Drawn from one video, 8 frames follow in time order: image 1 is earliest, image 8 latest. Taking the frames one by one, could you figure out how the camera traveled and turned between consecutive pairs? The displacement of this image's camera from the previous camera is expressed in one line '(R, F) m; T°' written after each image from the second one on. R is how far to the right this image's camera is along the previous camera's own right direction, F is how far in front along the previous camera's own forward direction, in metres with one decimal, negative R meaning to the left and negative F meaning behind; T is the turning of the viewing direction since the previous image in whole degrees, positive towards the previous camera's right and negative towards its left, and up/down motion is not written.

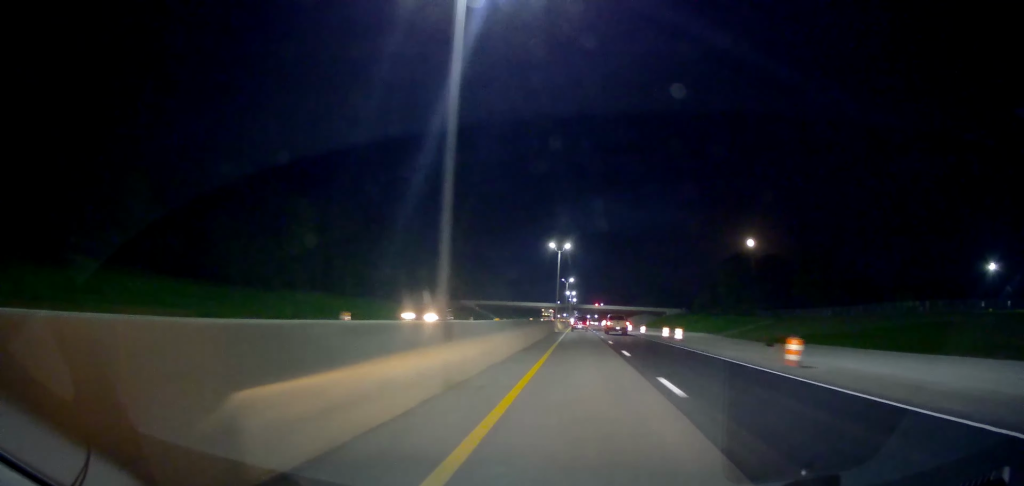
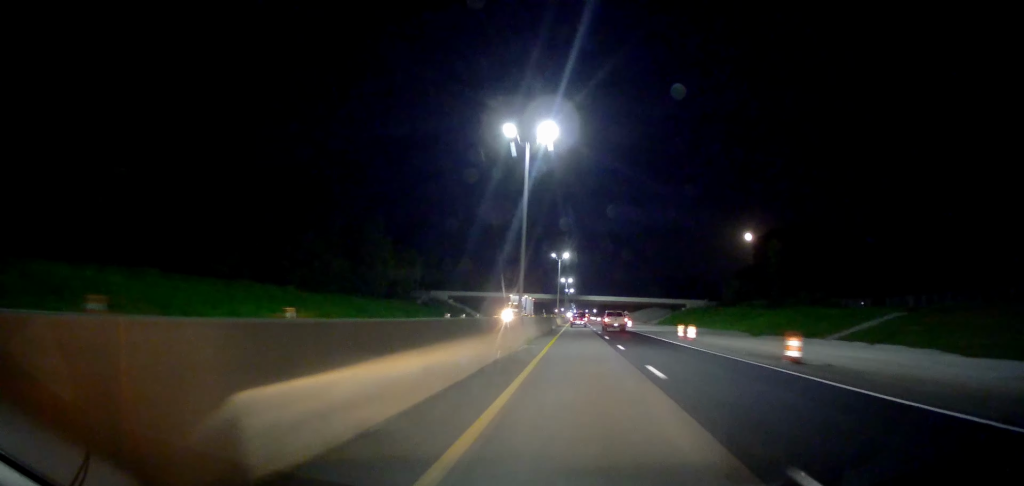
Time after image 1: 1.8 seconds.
(-0.7, +44.8) m; 0°
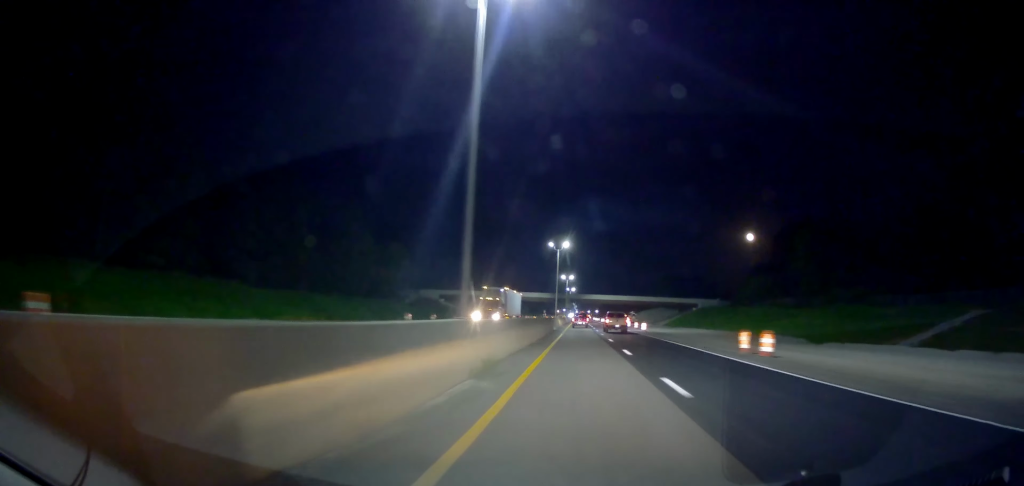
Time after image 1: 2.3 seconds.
(+0.2, +14.5) m; +1°
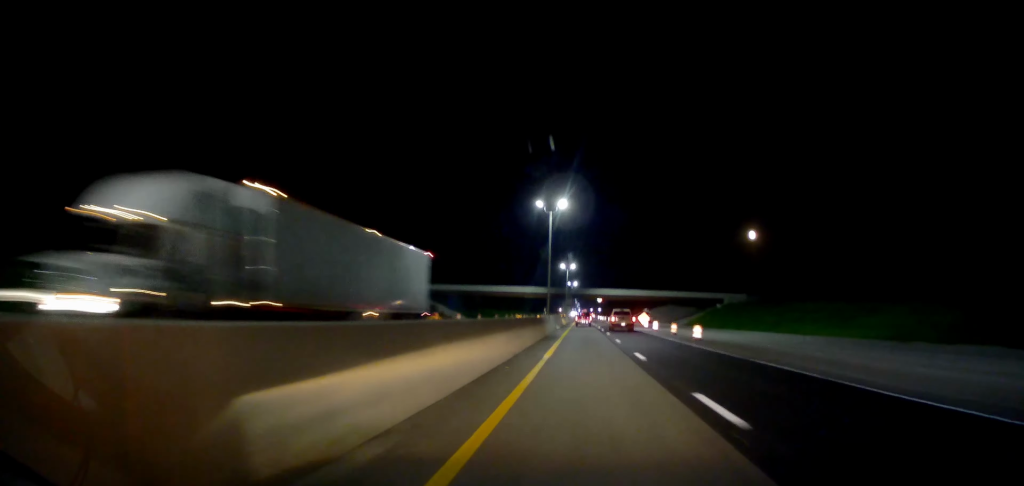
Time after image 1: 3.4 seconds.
(+0.1, +27.0) m; 0°
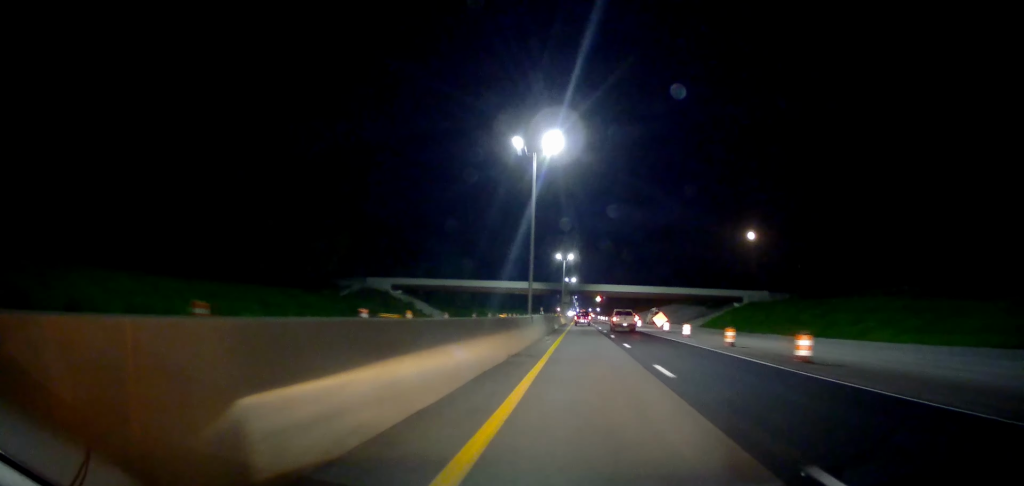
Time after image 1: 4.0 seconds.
(0.0, +17.7) m; -1°
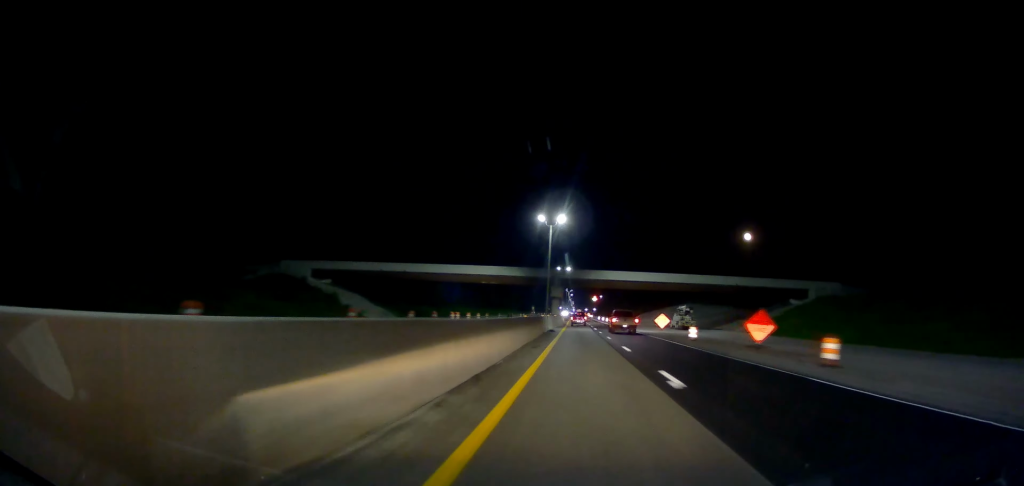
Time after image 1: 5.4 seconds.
(-0.6, +37.7) m; -1°
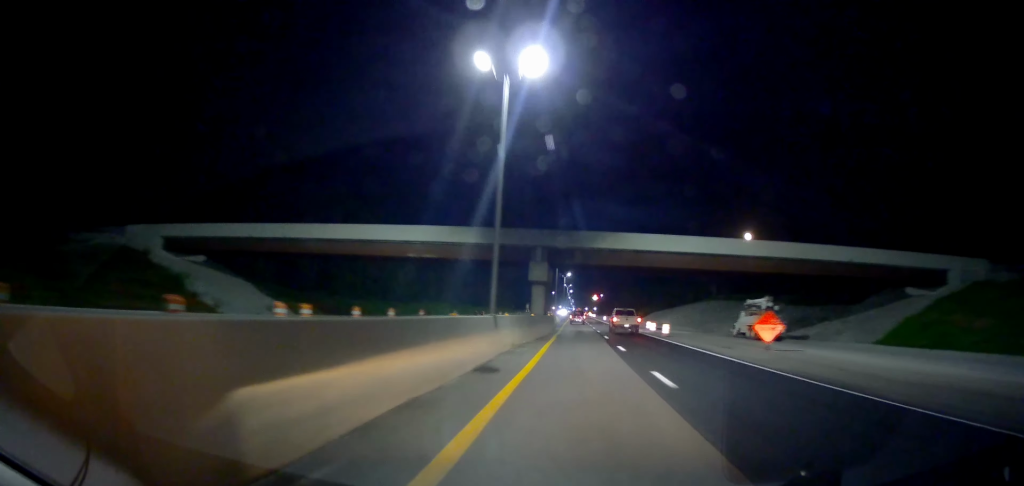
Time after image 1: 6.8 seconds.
(+0.6, +36.2) m; +1°
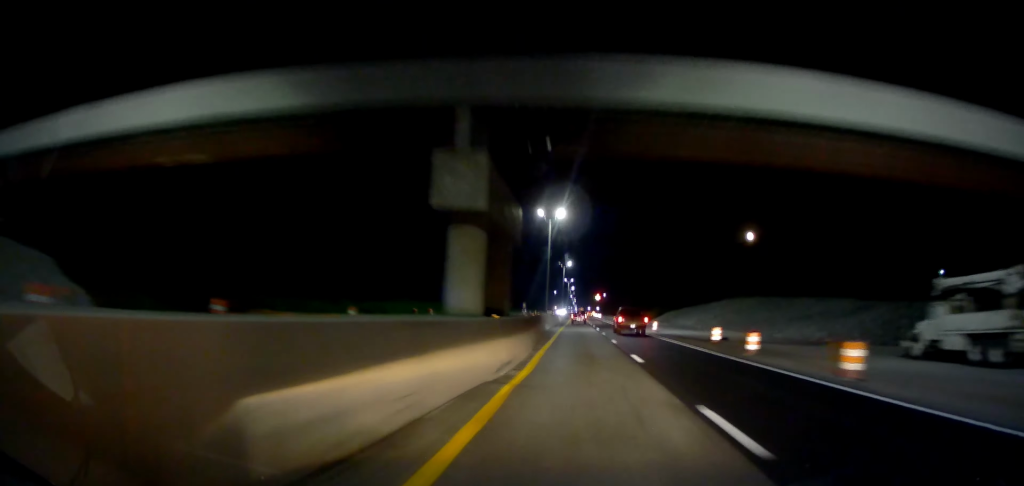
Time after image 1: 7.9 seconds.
(-0.2, +31.0) m; -1°
